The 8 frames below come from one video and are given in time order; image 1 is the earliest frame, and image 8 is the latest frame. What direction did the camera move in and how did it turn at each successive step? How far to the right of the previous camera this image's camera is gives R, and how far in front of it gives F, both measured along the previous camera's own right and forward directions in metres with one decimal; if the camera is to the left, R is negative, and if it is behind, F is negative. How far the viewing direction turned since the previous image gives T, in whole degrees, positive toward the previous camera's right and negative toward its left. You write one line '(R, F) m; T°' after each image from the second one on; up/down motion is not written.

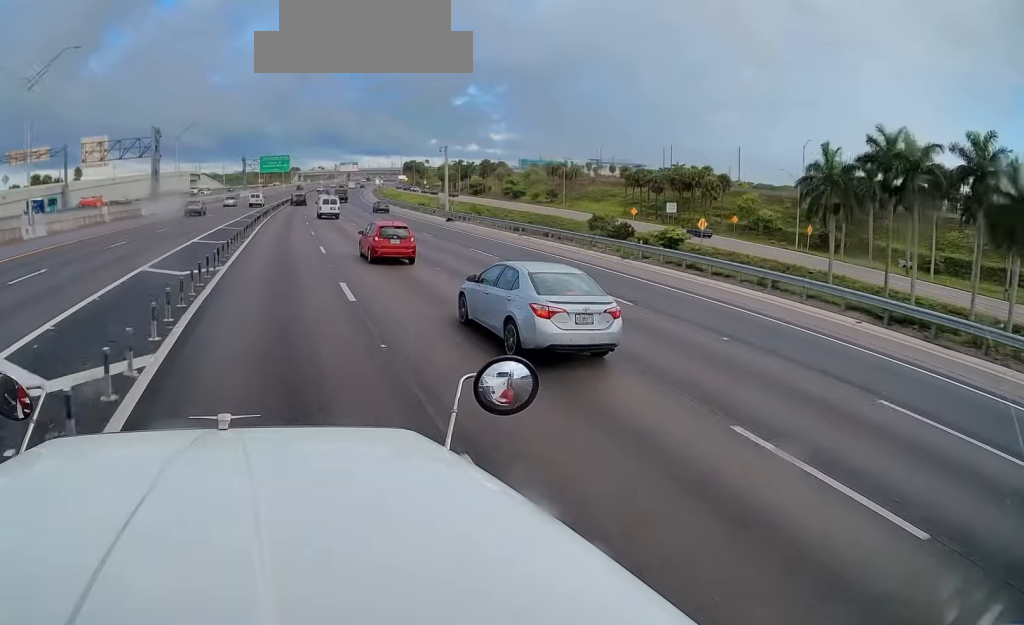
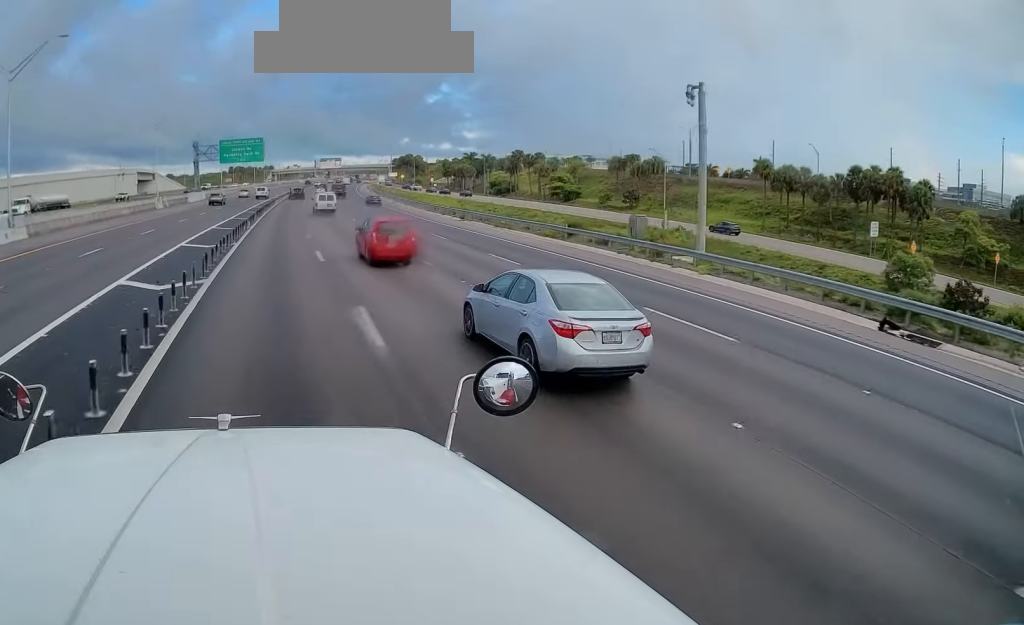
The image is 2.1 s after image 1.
(+0.6, +49.2) m; +2°
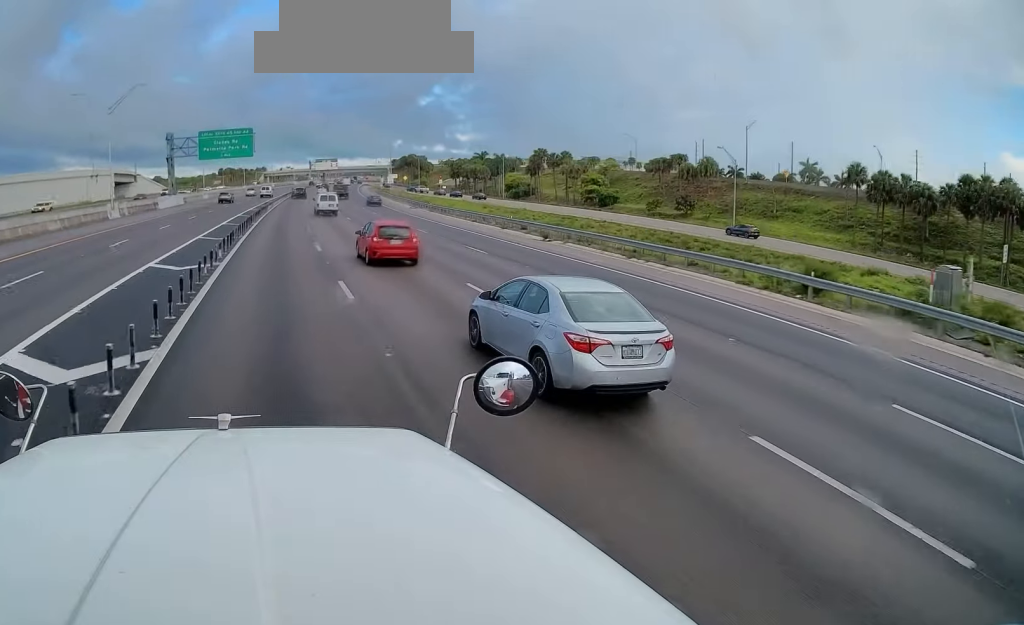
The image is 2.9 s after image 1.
(+0.4, +18.0) m; +2°
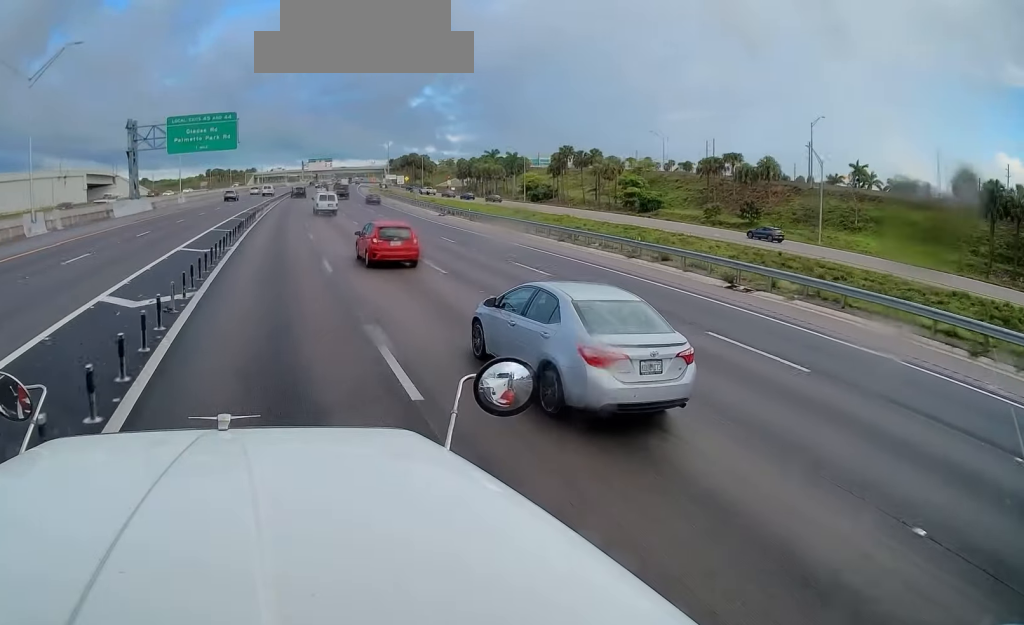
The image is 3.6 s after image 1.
(+0.2, +15.7) m; +1°
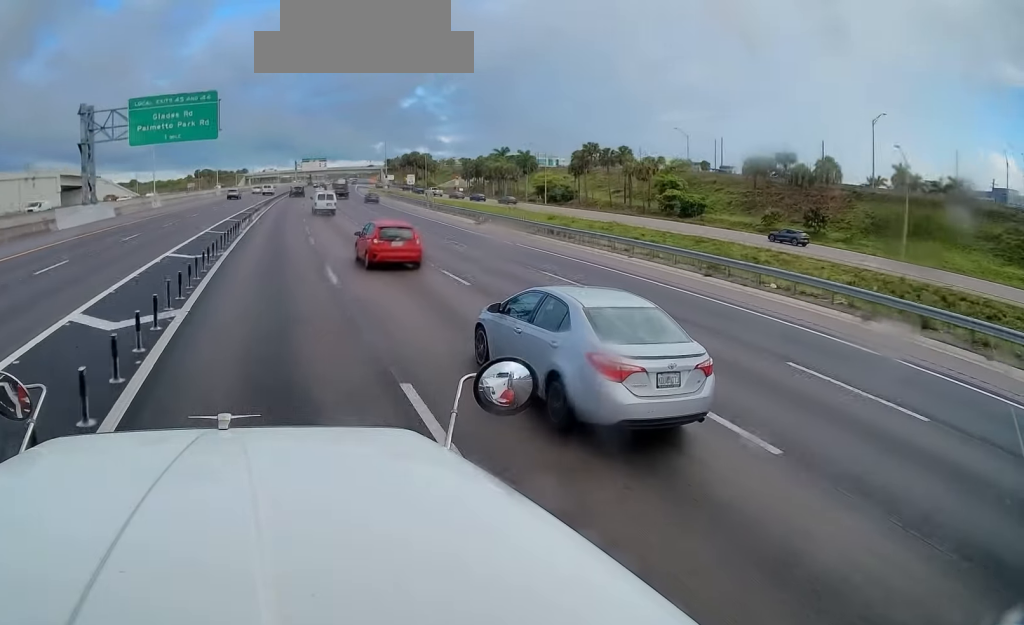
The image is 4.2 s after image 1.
(+0.1, +11.8) m; 0°
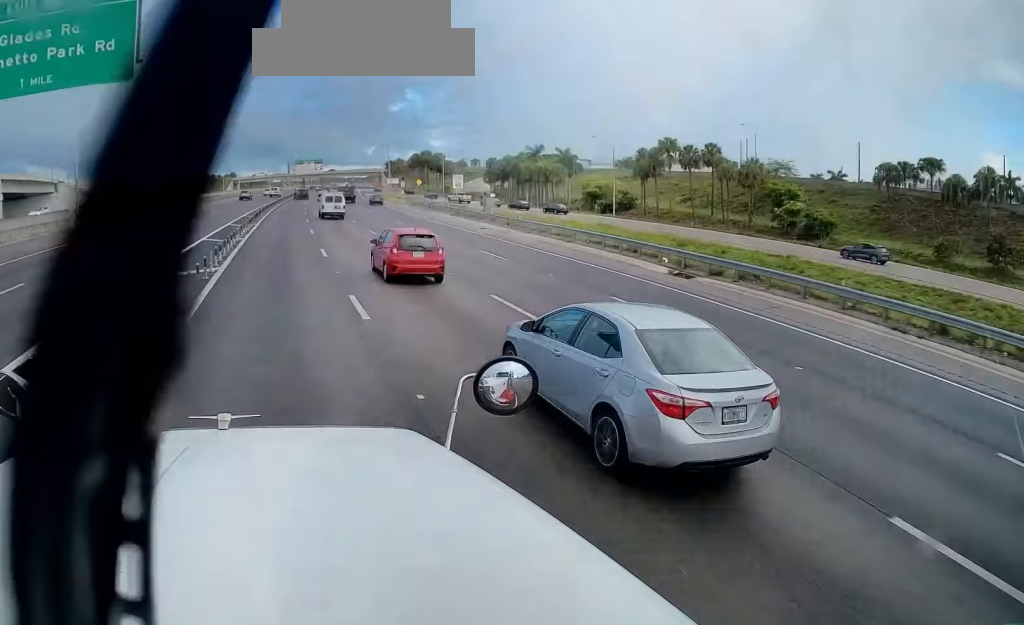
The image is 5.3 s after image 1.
(0.0, +23.5) m; 0°
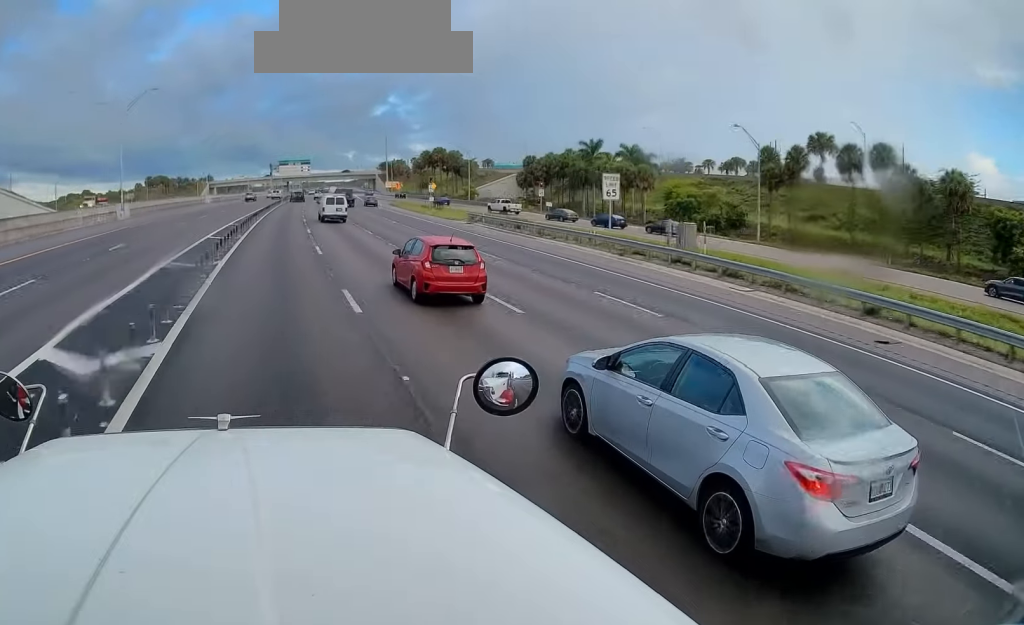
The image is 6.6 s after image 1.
(+0.2, +32.1) m; +2°
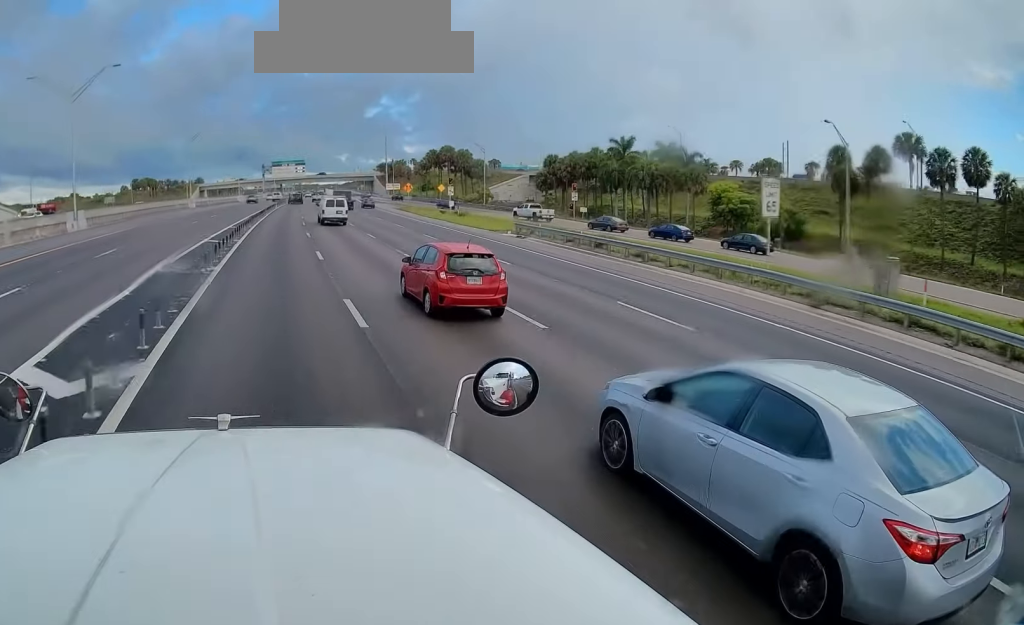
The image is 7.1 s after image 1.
(0.0, +12.5) m; +1°
